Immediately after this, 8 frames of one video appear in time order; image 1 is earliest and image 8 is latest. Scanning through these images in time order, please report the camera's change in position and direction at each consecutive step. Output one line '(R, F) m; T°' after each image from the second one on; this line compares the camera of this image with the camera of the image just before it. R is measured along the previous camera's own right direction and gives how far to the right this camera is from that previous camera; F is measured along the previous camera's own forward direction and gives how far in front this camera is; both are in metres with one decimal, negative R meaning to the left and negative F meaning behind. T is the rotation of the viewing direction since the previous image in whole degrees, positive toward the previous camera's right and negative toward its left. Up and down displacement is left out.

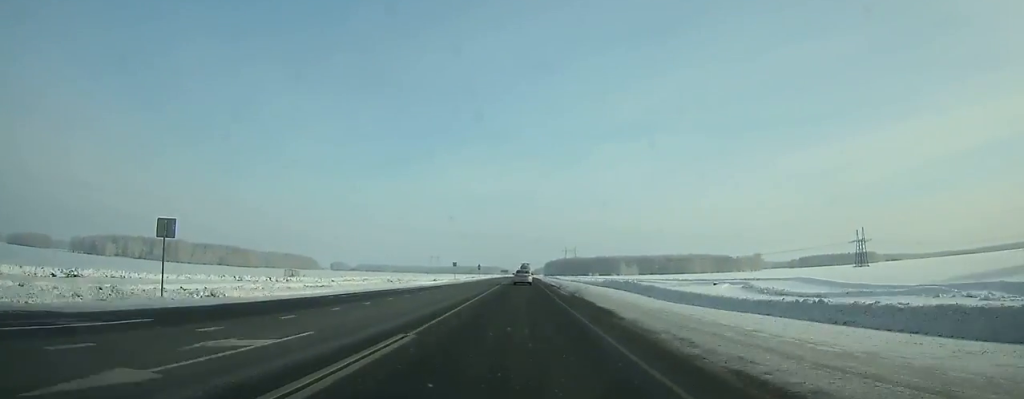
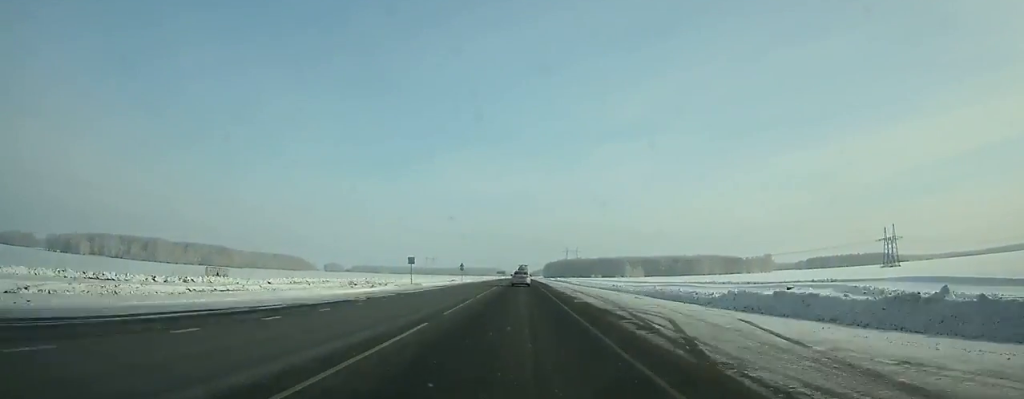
(0.0, +37.1) m; 0°
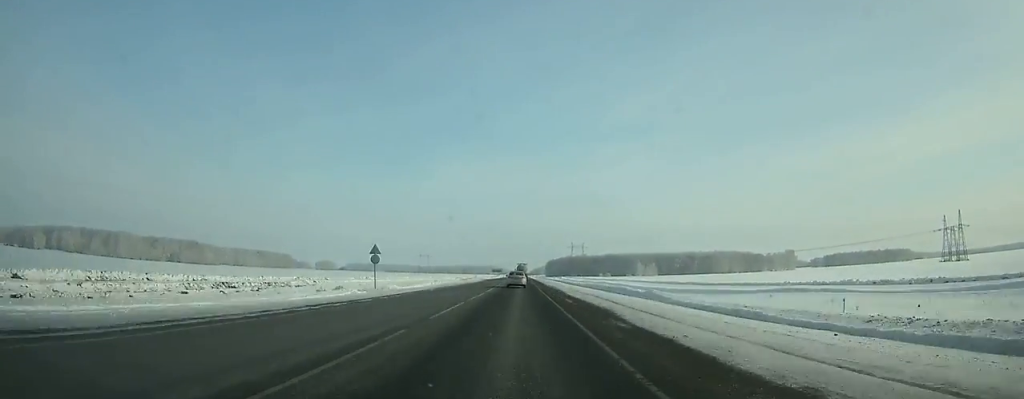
(0.0, +61.7) m; 0°
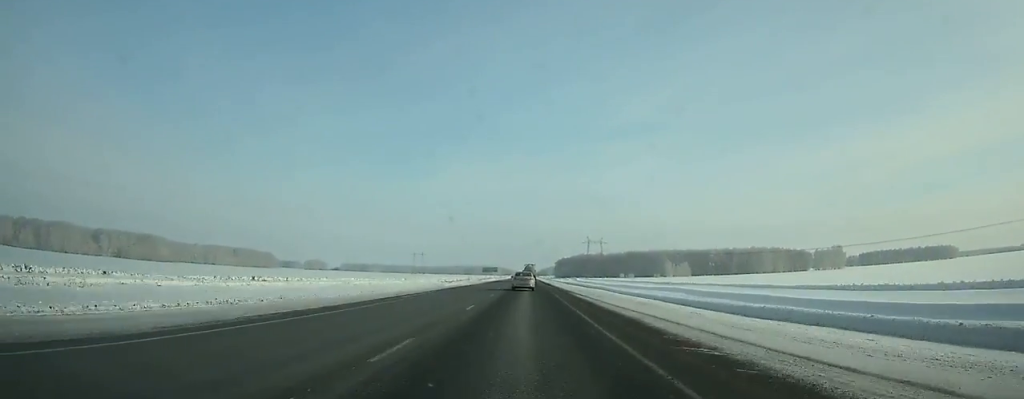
(-0.2, +92.4) m; 0°
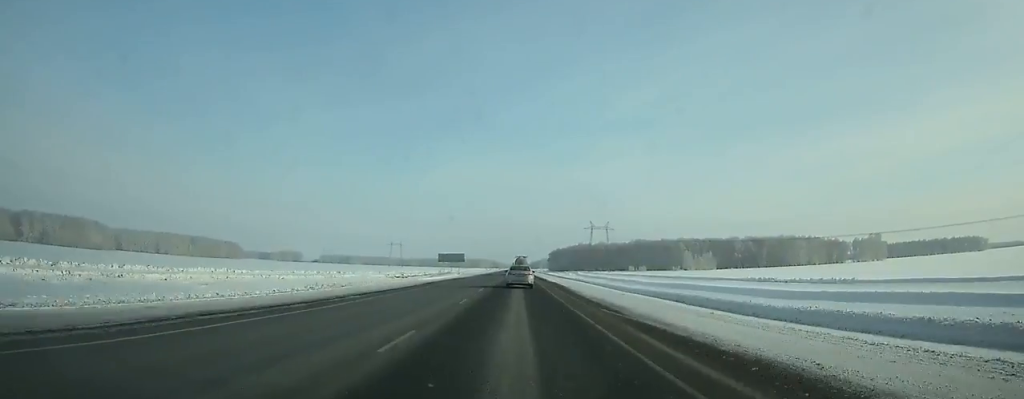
(0.0, +79.9) m; 0°
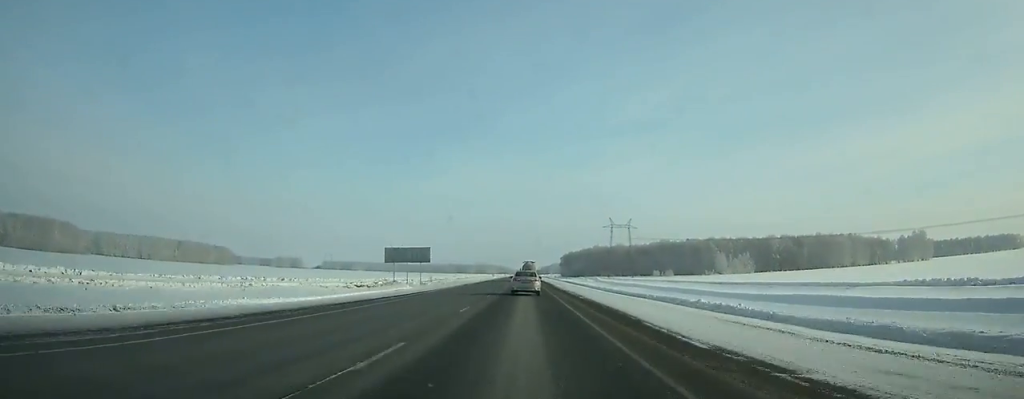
(-0.1, +47.7) m; 0°
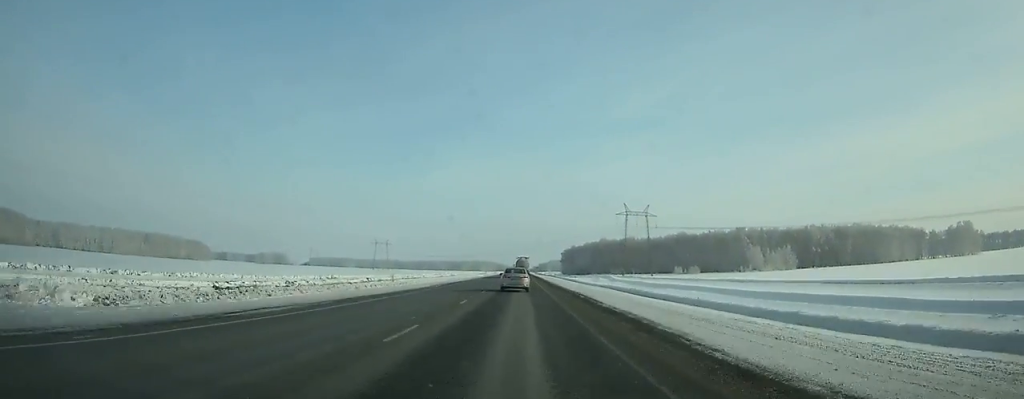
(0.0, +54.8) m; 0°
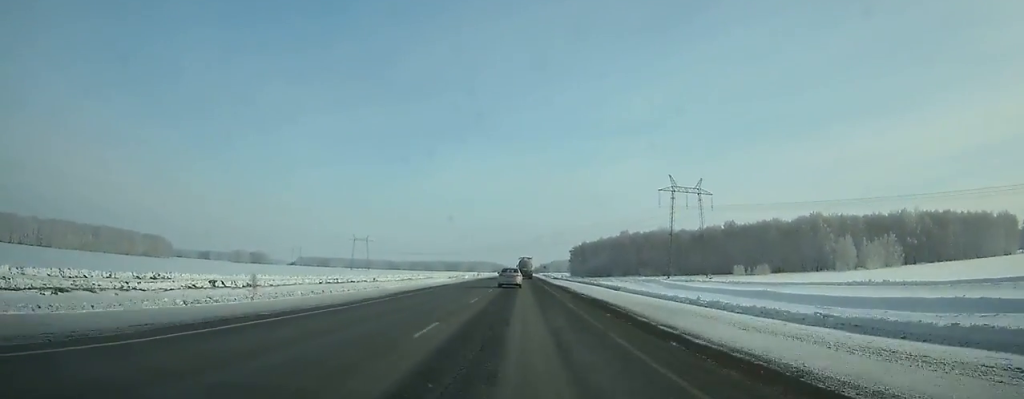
(0.0, +77.2) m; 0°
